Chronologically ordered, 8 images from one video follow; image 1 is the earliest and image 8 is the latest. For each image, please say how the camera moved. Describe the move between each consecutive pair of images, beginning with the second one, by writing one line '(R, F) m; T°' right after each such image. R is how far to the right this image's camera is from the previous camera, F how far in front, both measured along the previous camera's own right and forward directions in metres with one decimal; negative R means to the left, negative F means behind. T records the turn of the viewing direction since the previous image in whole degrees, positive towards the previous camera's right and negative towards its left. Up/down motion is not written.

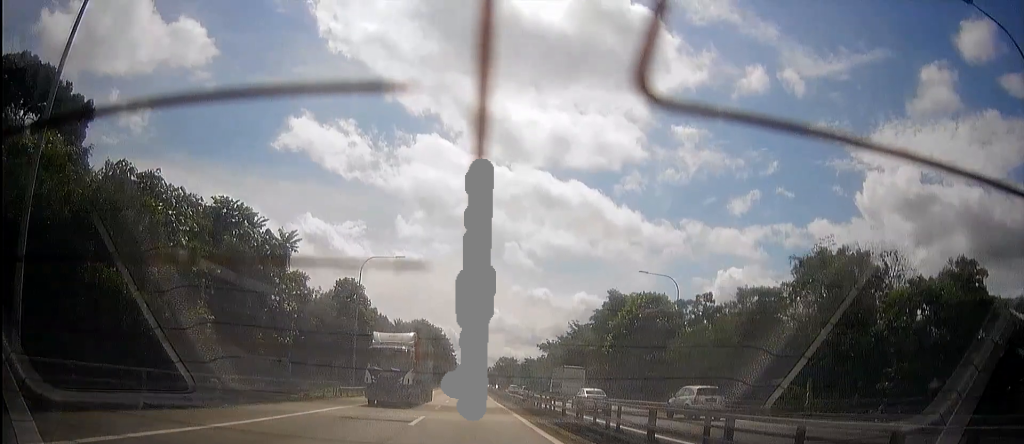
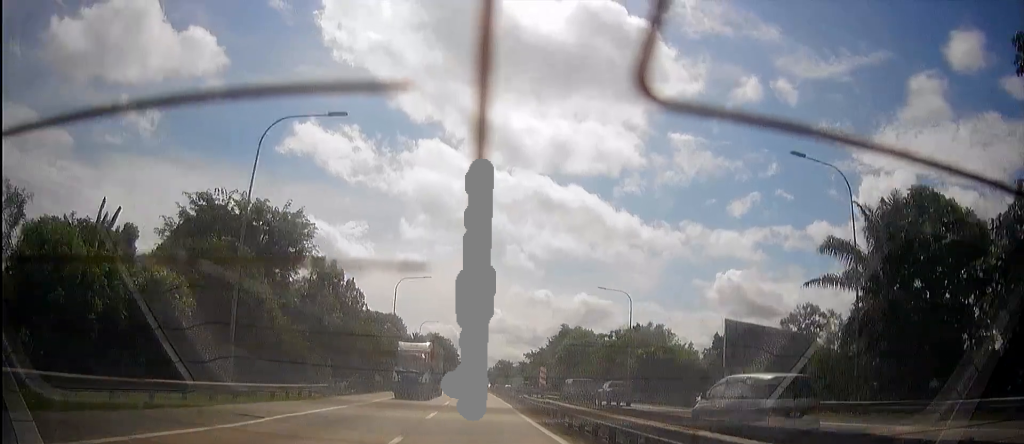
(0.0, +49.8) m; 0°
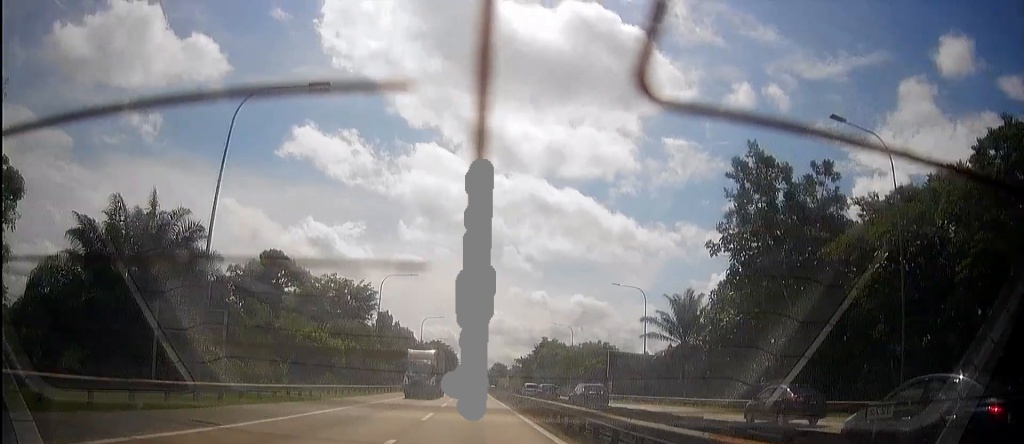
(0.0, +35.6) m; 0°
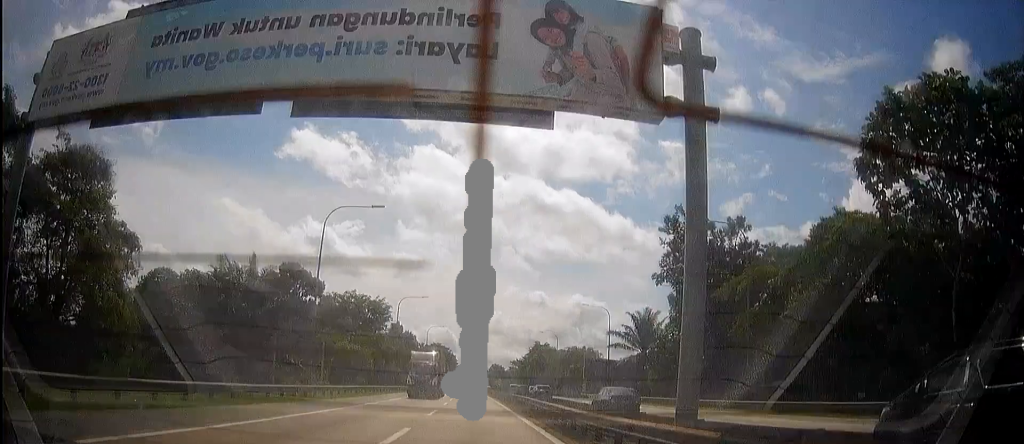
(0.0, +15.4) m; 0°
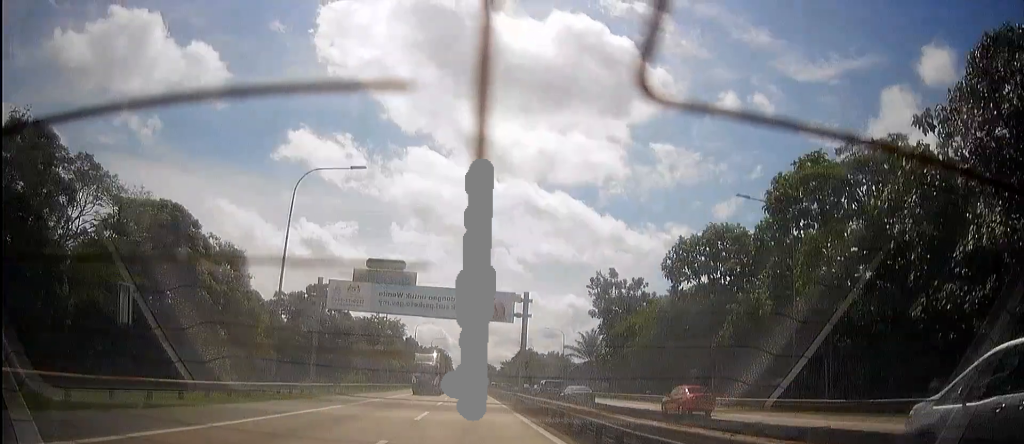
(0.0, +32.0) m; 0°
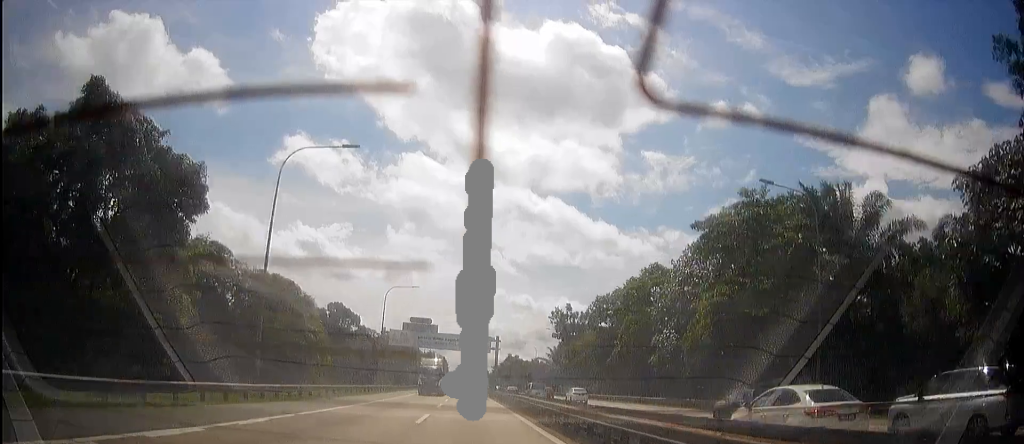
(-0.2, +35.6) m; -1°
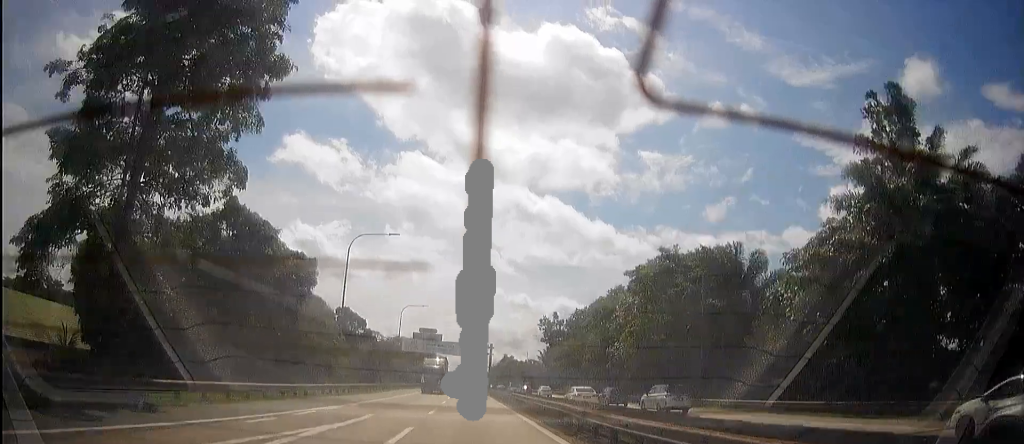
(-0.1, +15.4) m; 0°
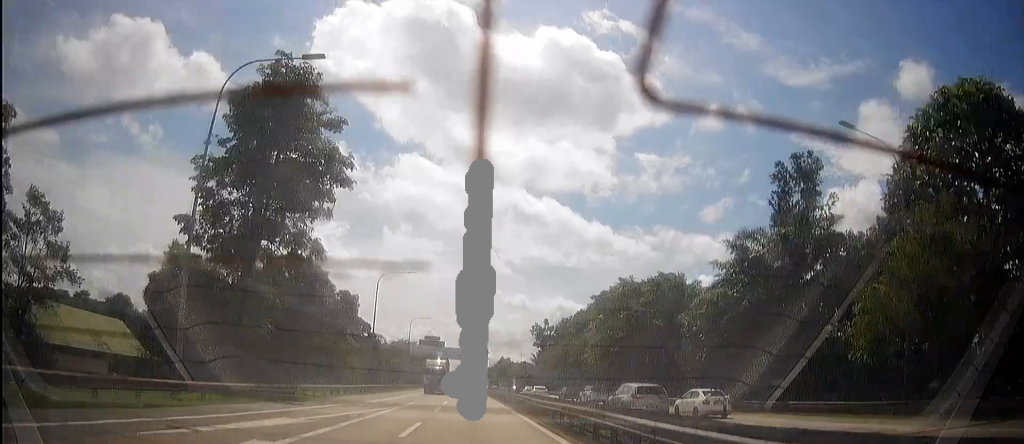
(0.0, +15.4) m; 0°
